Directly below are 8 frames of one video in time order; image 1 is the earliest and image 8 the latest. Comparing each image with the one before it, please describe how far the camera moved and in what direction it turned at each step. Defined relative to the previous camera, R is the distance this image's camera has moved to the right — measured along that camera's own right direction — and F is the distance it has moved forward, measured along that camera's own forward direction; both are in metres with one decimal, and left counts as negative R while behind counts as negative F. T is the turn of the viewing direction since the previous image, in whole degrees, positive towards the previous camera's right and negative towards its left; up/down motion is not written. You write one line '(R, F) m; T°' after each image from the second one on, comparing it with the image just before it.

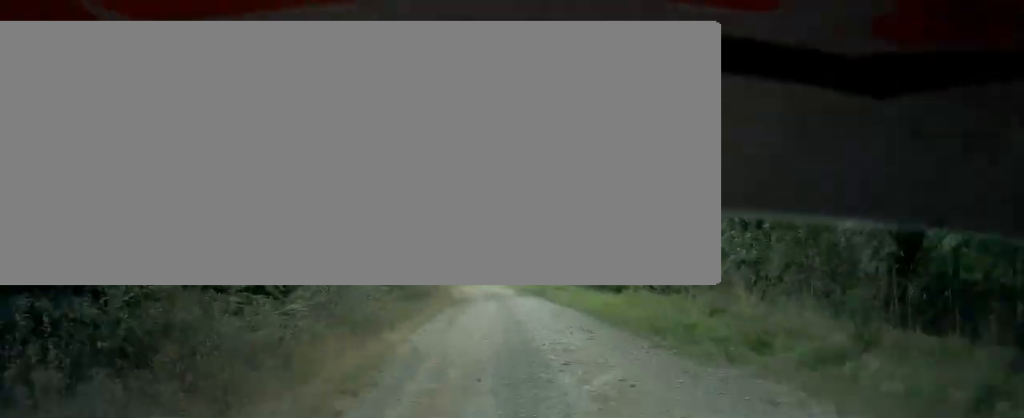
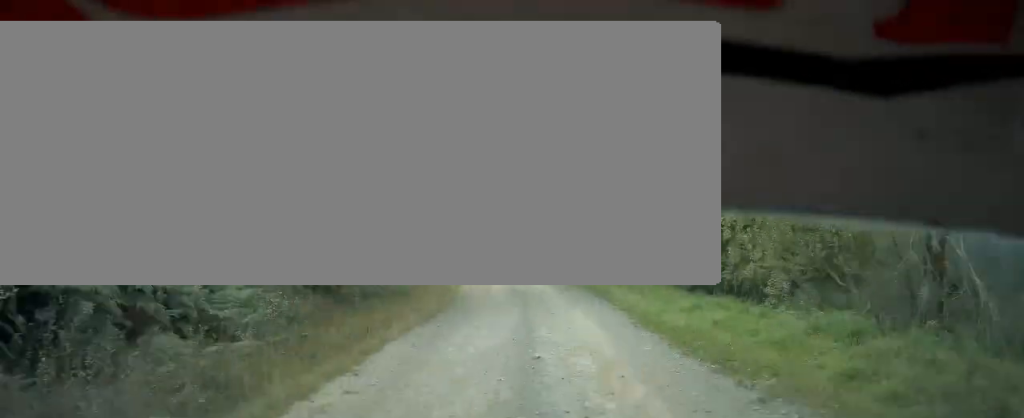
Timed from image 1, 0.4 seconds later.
(+0.5, +12.9) m; -4°
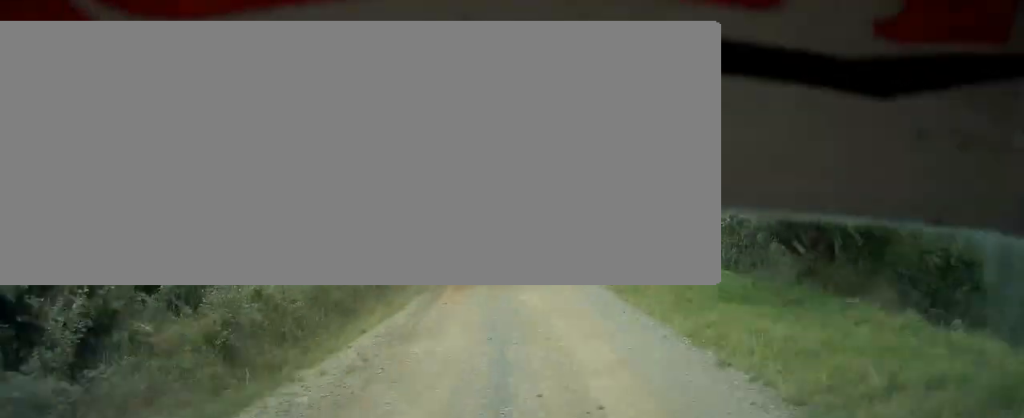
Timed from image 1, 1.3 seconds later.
(-2.5, +26.8) m; -8°
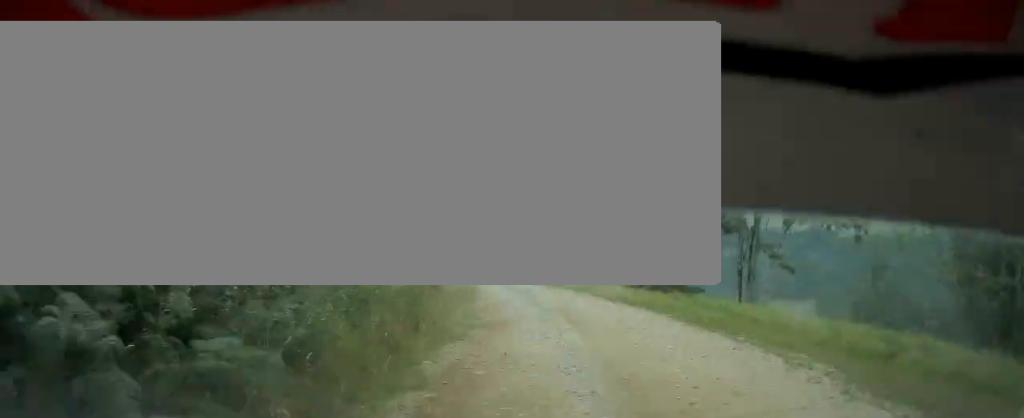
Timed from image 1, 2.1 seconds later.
(-1.6, +25.3) m; -5°
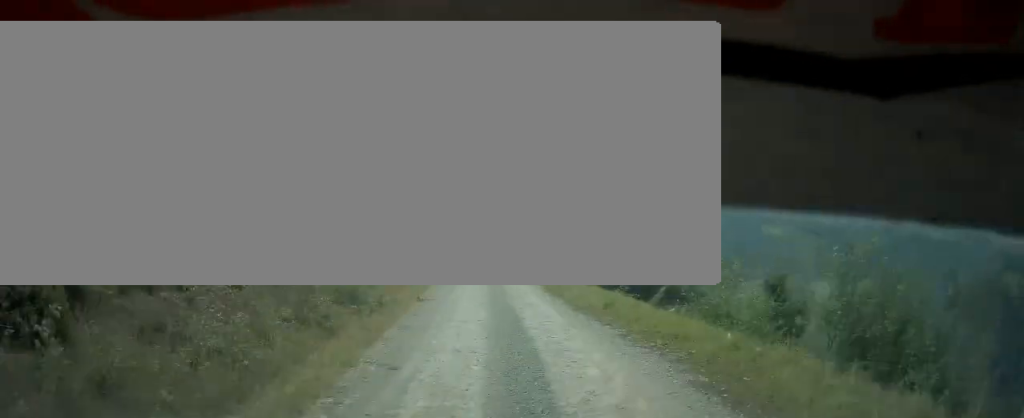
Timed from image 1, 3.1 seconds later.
(-0.5, +31.4) m; -3°
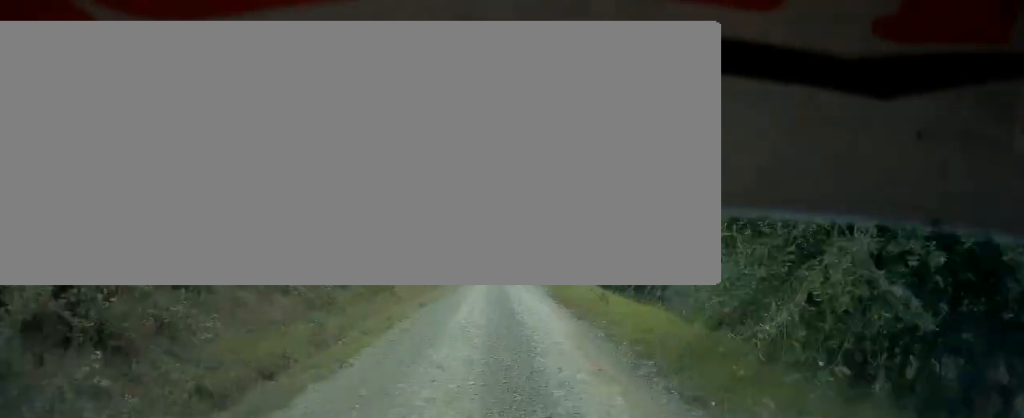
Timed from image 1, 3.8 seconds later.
(-0.9, +24.6) m; -2°
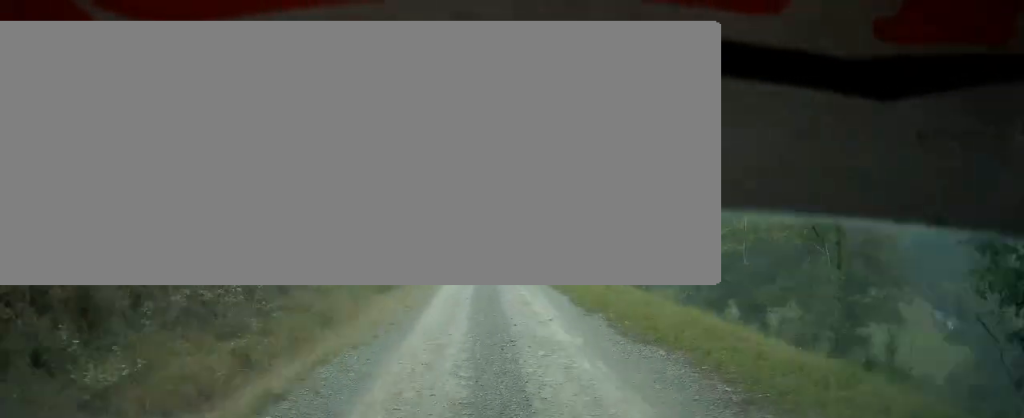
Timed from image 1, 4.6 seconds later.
(+0.2, +29.7) m; 0°
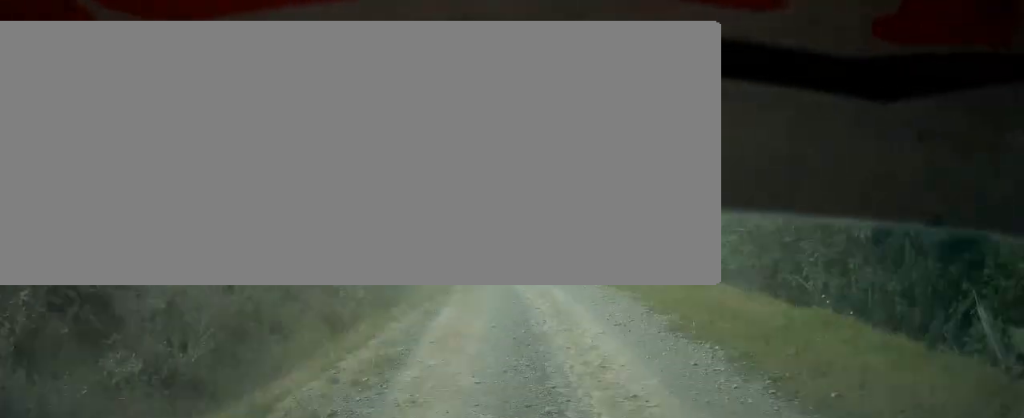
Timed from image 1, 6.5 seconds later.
(-2.9, +55.7) m; -7°
